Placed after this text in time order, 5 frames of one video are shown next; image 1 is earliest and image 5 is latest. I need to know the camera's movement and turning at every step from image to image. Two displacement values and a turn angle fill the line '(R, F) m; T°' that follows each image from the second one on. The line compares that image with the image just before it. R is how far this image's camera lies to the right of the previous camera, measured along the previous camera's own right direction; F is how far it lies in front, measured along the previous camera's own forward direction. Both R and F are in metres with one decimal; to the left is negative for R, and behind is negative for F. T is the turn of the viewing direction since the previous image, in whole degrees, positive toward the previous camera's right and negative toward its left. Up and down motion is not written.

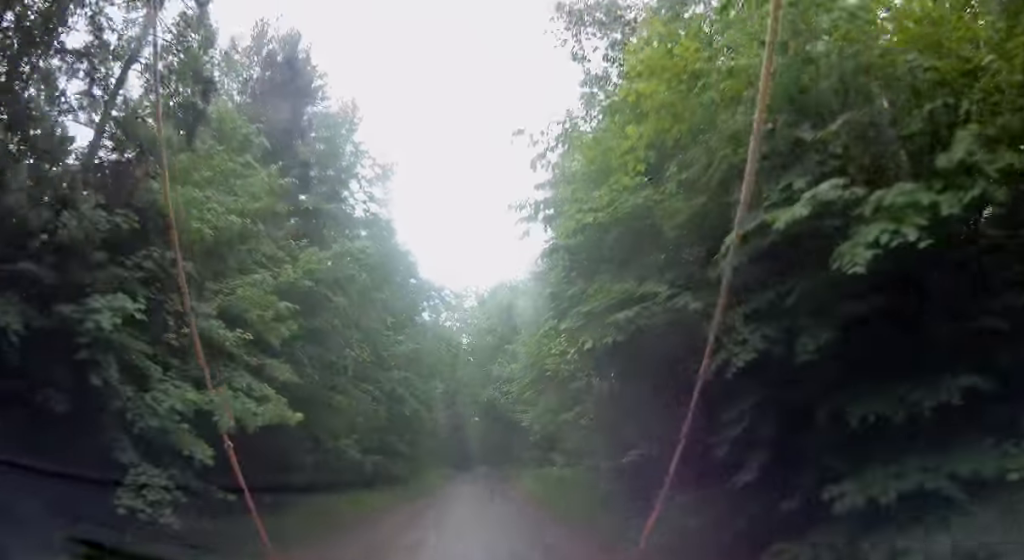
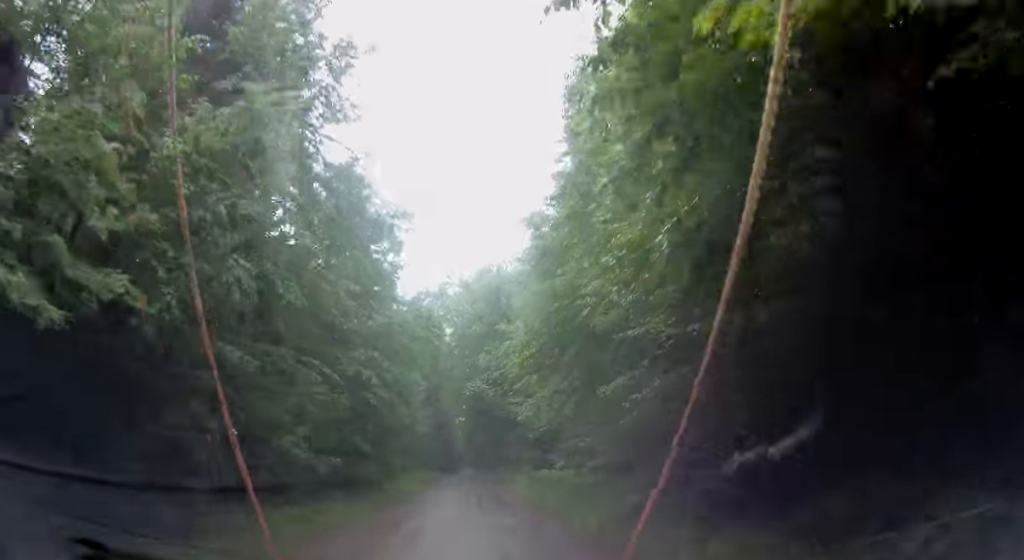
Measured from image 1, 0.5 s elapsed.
(0.0, +5.5) m; +1°
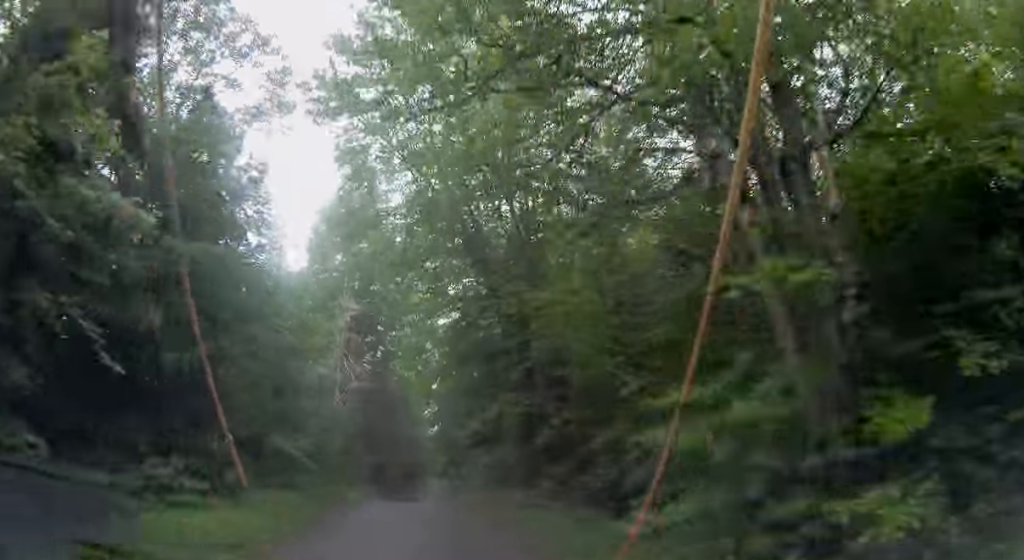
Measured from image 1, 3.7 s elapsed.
(-1.8, +34.1) m; -7°
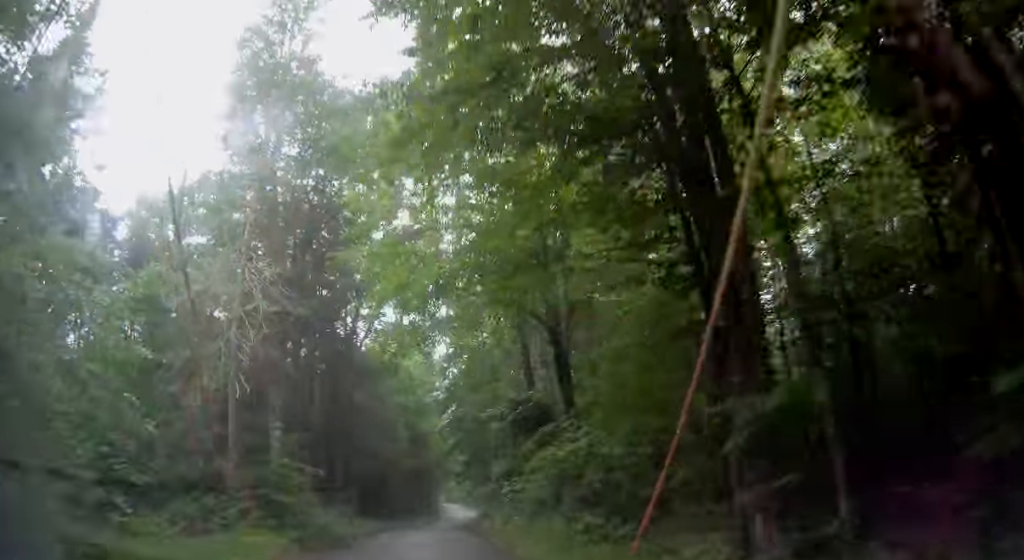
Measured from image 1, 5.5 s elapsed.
(+0.4, +17.2) m; 0°
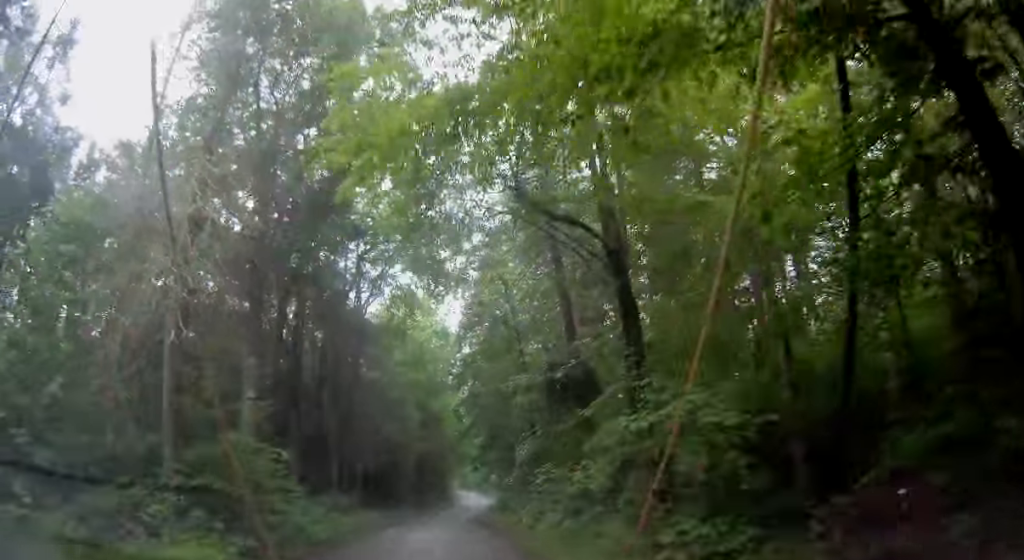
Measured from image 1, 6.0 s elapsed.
(-0.1, +4.8) m; -2°
